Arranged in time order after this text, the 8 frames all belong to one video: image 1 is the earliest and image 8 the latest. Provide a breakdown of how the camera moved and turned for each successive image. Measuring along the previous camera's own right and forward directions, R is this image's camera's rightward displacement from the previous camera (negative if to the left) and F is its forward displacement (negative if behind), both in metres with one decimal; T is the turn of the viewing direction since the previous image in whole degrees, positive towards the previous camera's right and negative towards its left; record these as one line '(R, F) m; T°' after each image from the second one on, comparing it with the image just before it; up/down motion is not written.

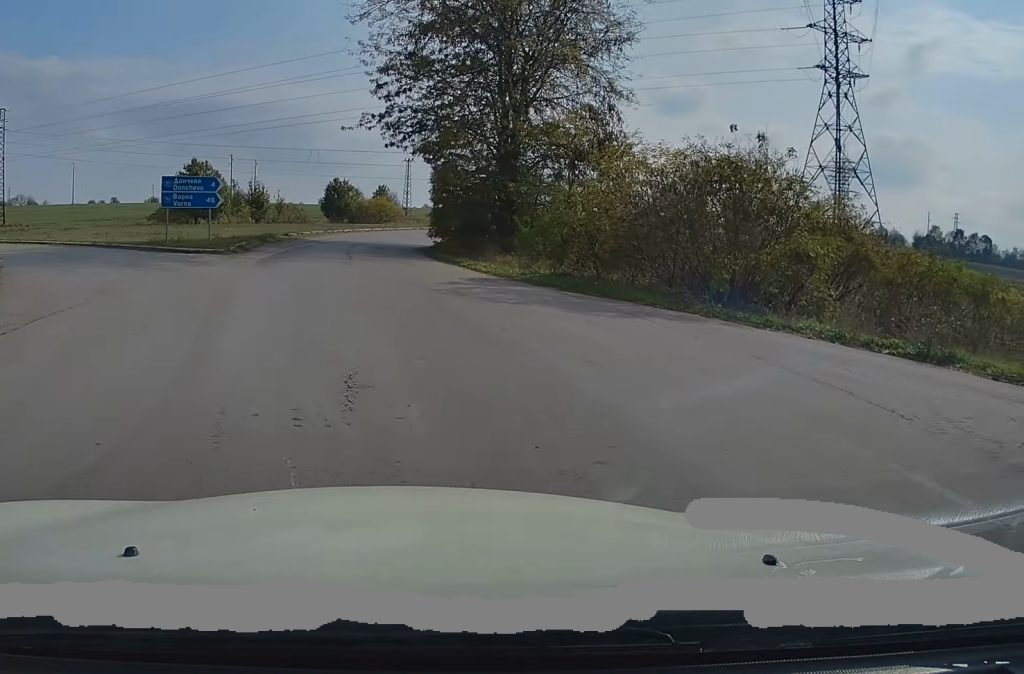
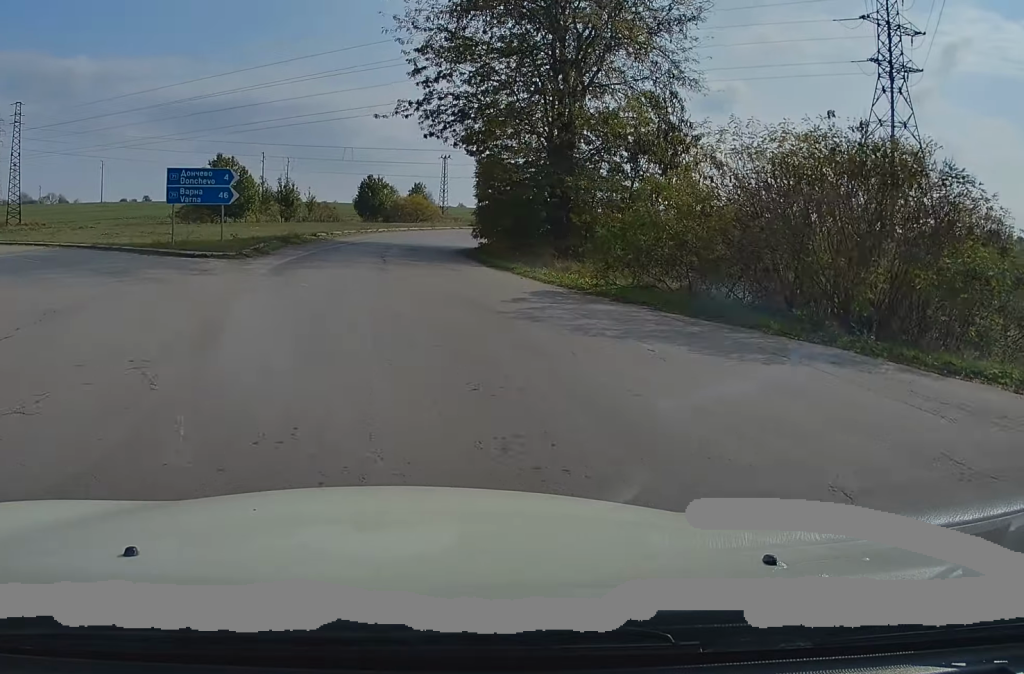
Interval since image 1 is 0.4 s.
(-0.1, +4.2) m; -1°
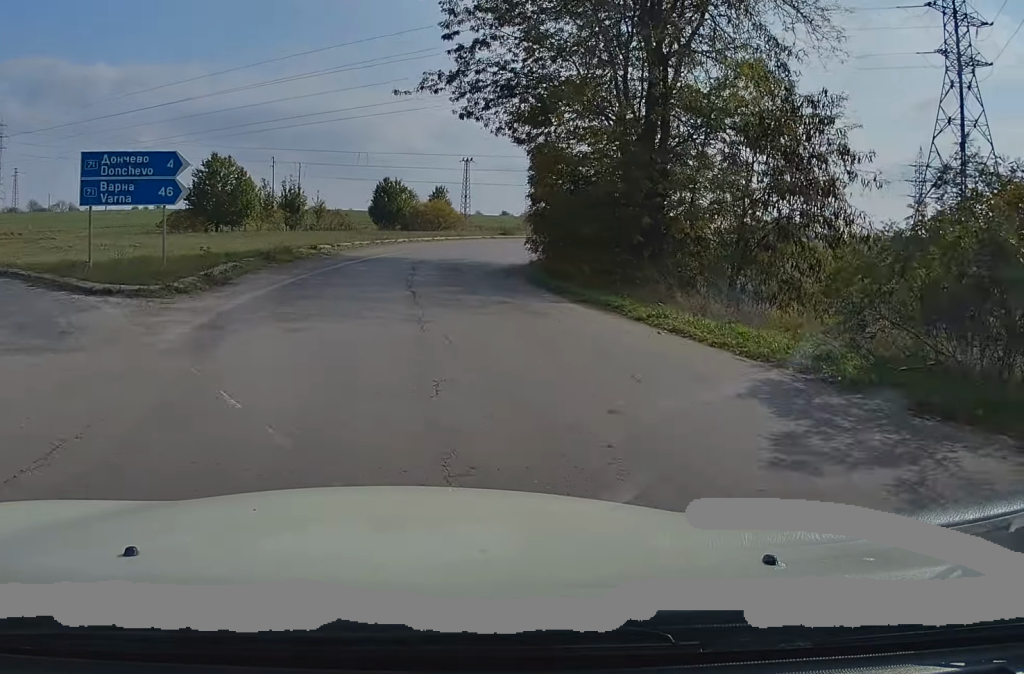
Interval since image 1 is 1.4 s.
(-0.1, +9.4) m; -1°
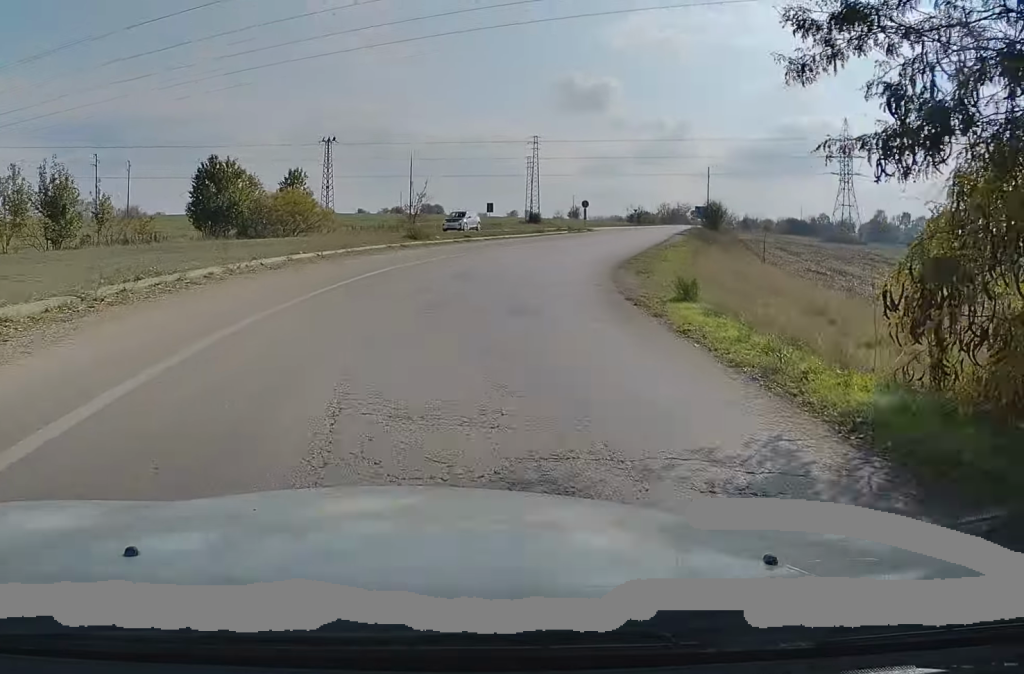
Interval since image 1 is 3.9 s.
(+2.1, +27.1) m; +14°
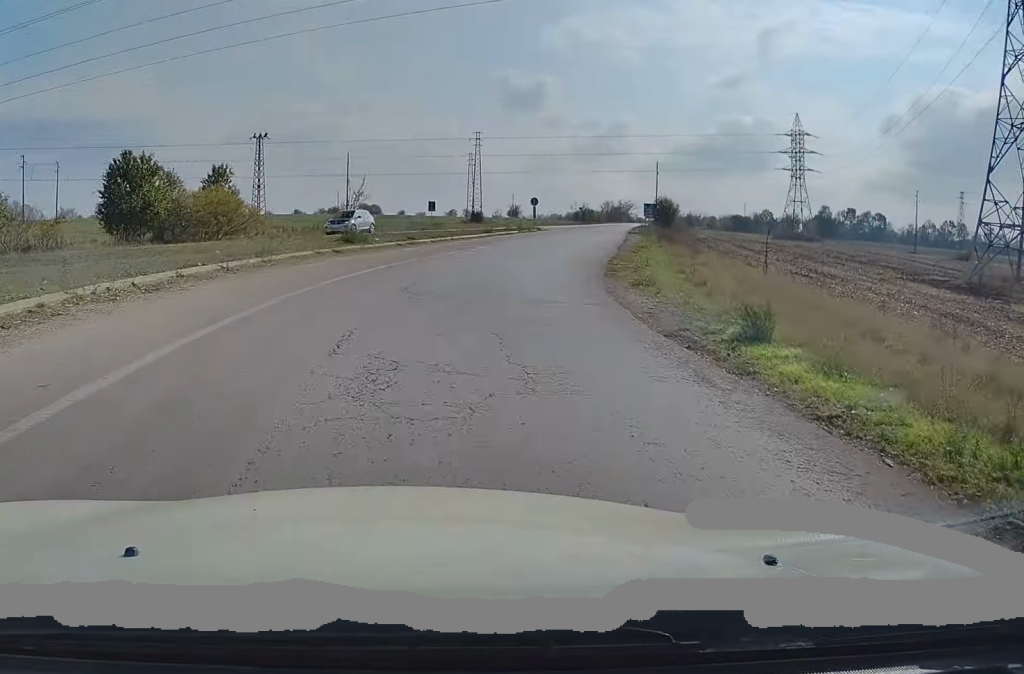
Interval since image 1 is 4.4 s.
(+0.1, +5.3) m; +4°
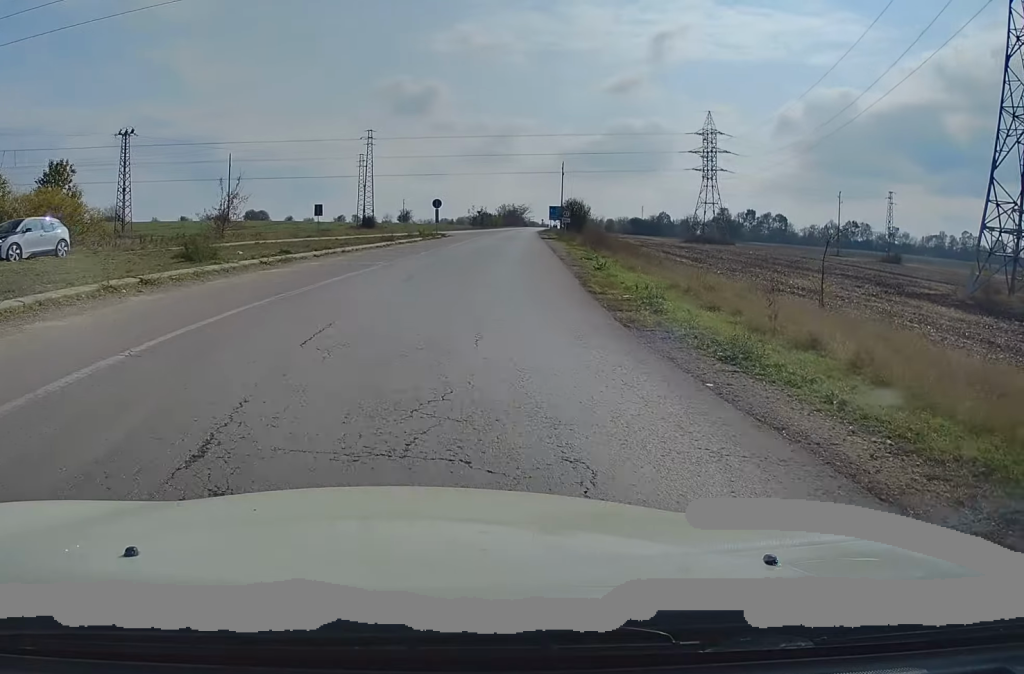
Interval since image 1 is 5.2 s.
(+0.6, +9.9) m; +5°
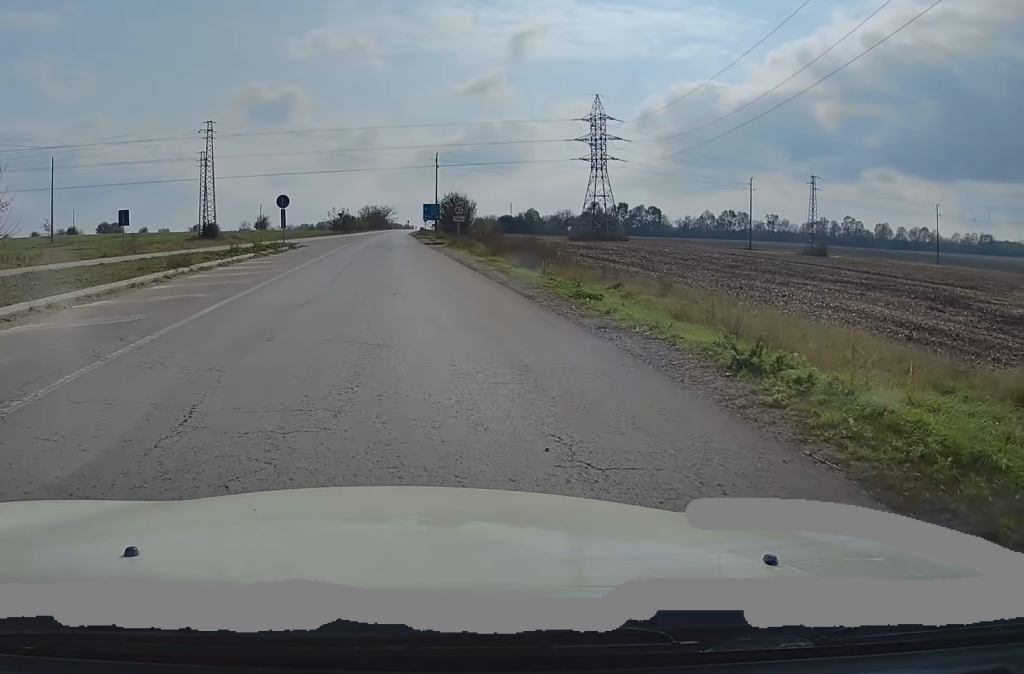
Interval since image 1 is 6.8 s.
(+1.3, +18.1) m; +7°
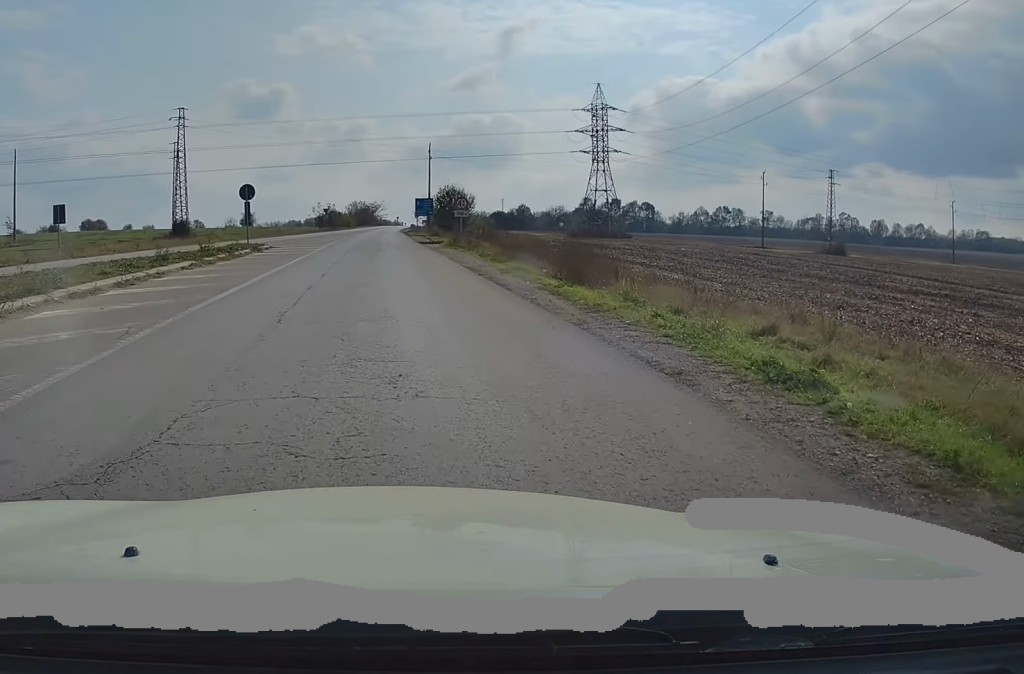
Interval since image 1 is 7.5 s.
(+0.3, +8.4) m; +1°
